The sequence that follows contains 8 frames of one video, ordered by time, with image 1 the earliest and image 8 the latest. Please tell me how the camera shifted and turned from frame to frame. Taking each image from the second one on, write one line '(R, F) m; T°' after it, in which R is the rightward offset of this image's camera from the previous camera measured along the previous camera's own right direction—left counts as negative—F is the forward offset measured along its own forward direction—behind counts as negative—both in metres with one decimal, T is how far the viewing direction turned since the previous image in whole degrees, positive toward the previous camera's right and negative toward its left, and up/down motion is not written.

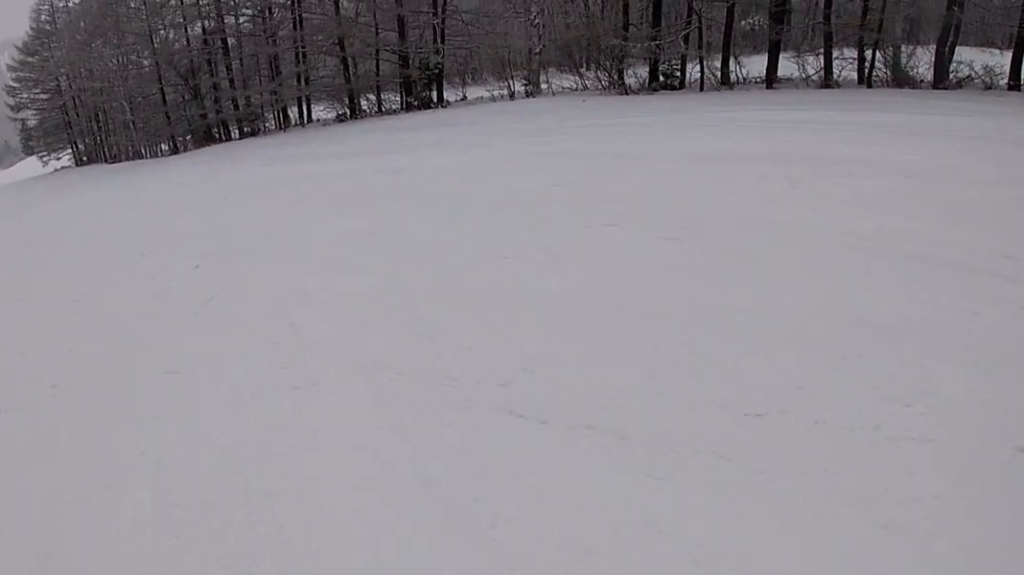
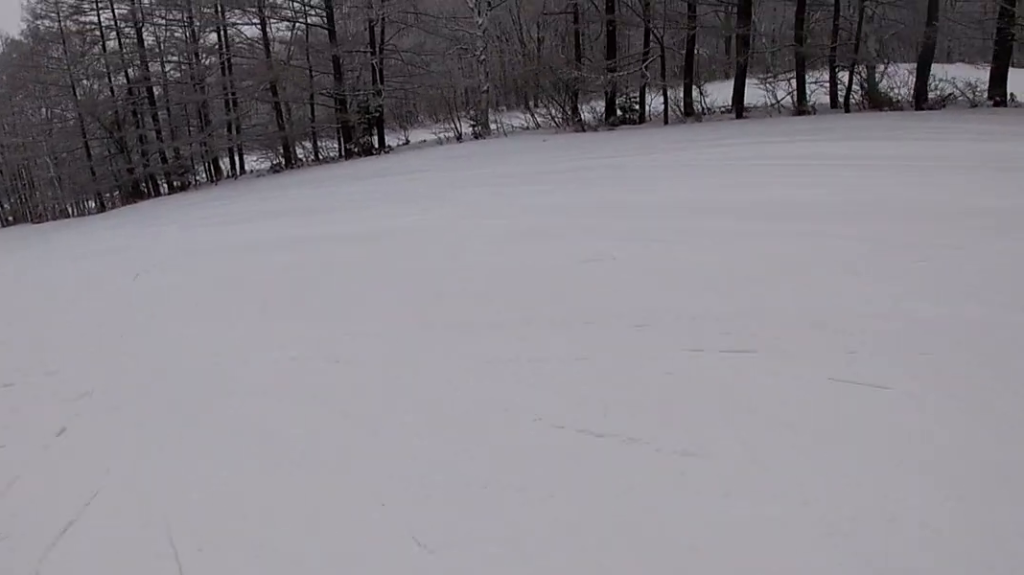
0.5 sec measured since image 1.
(+0.3, +3.2) m; +3°
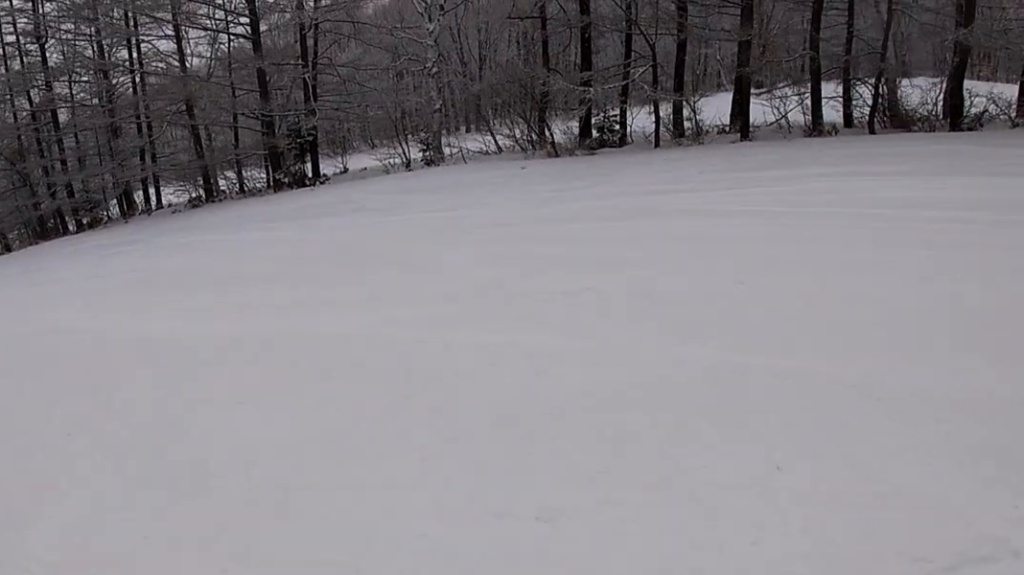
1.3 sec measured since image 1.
(+1.1, +5.2) m; -13°
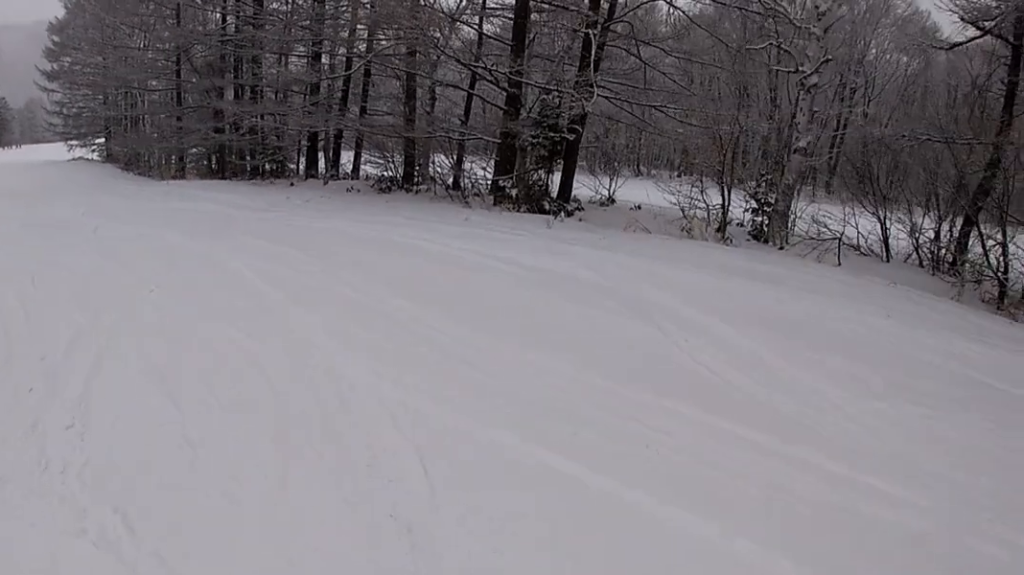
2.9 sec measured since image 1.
(-4.7, +10.0) m; -28°
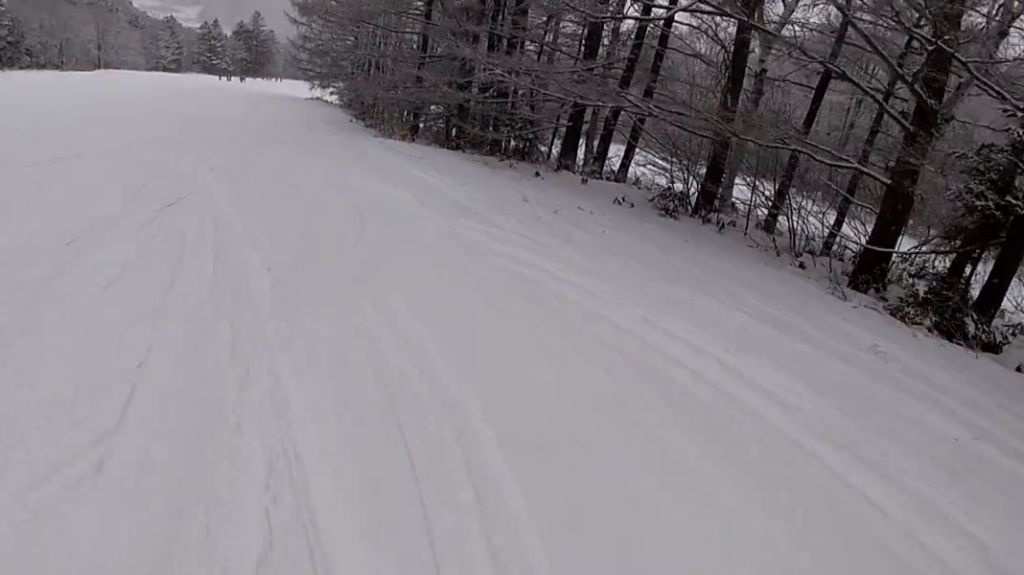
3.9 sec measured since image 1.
(-0.2, +6.8) m; -17°
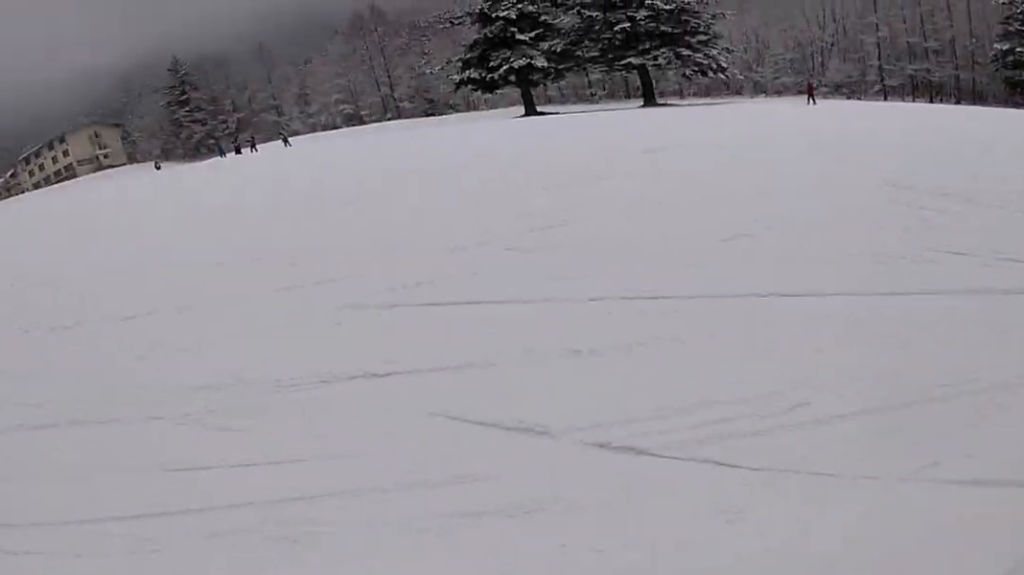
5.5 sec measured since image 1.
(-4.2, +9.2) m; -43°
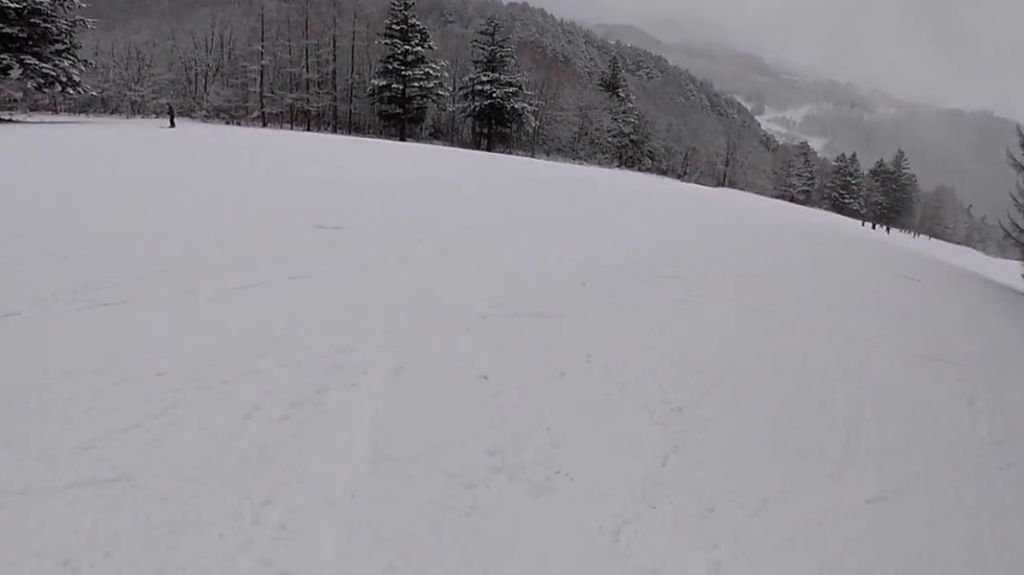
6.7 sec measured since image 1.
(-0.9, +7.9) m; -7°
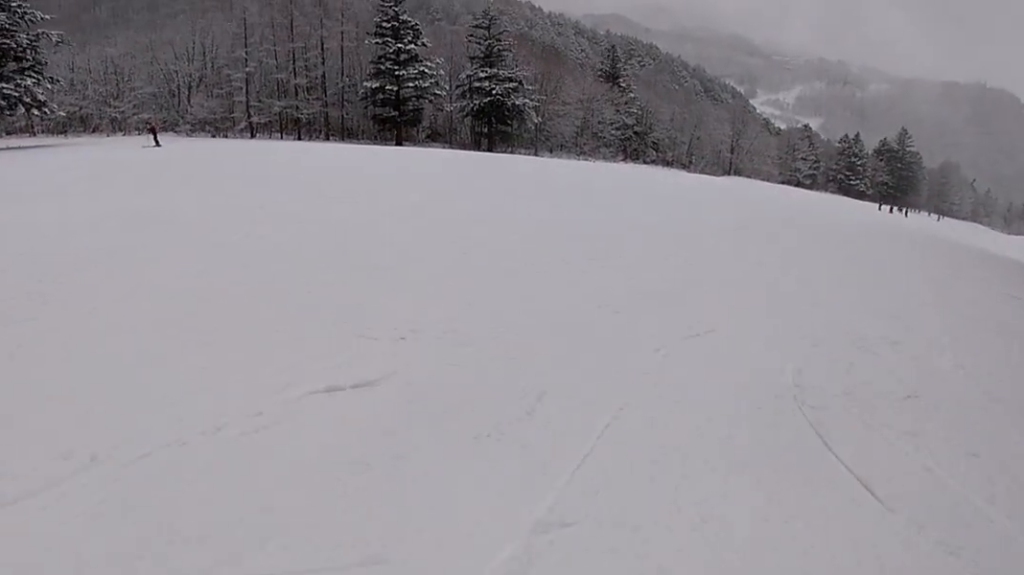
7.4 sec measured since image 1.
(0.0, +4.5) m; 0°
